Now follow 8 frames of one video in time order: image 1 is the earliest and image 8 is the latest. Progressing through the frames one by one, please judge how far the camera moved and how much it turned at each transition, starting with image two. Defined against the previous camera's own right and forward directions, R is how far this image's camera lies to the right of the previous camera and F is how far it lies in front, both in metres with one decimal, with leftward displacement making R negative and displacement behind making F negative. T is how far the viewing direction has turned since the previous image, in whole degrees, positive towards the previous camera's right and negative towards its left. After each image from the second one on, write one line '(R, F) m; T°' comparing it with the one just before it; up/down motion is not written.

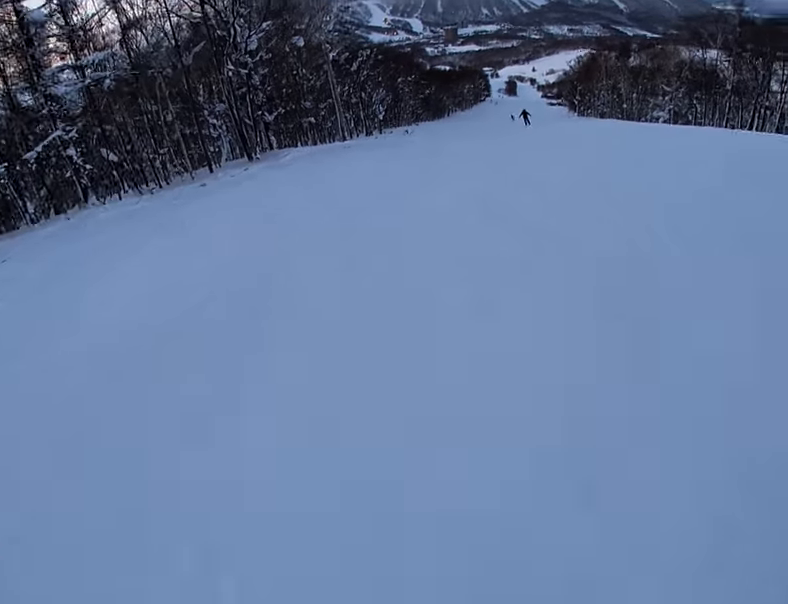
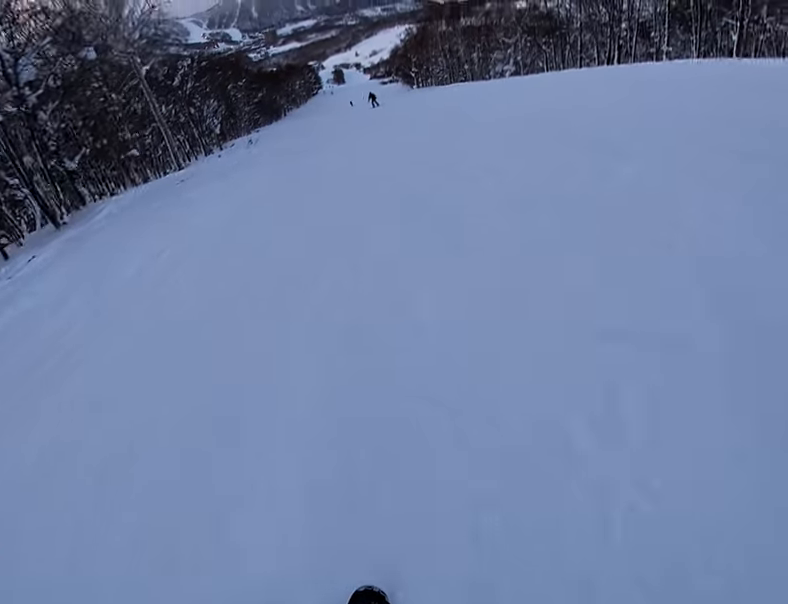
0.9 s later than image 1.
(+2.2, +7.7) m; +27°
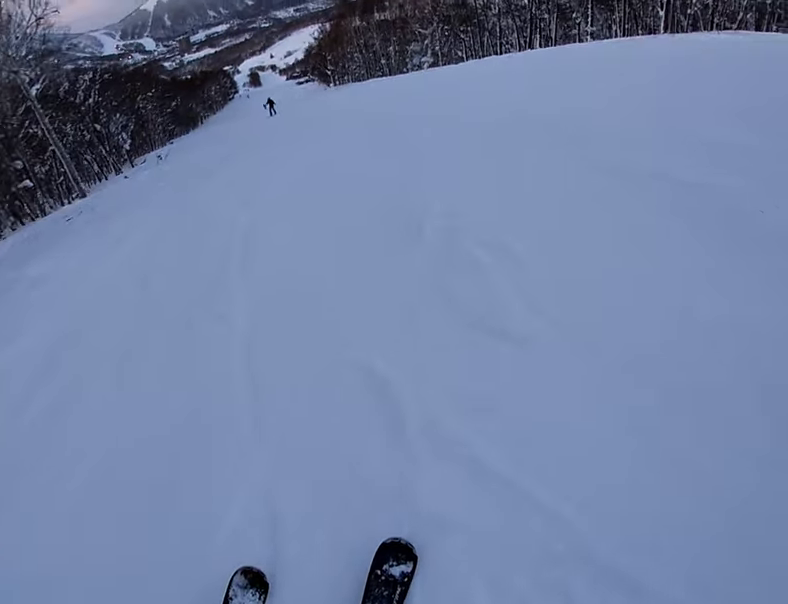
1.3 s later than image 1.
(+0.6, +3.4) m; +10°
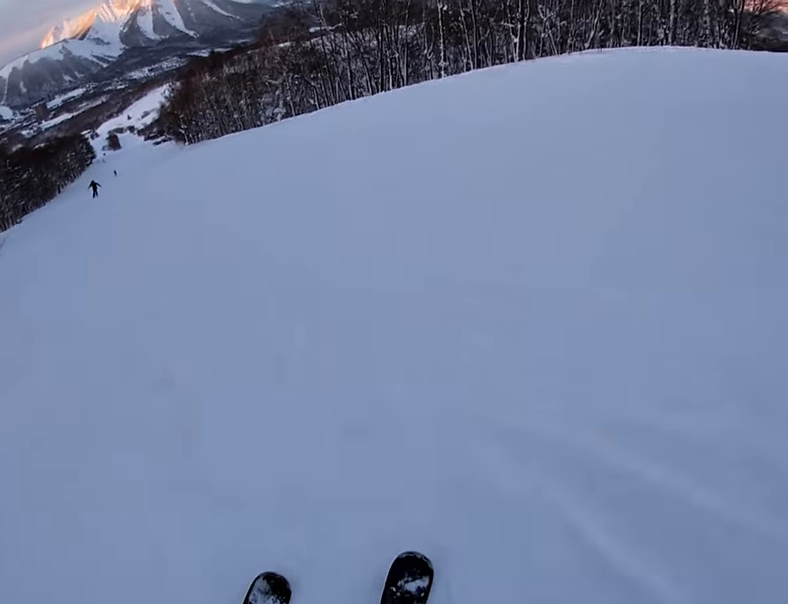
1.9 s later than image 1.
(+0.6, +4.8) m; +13°
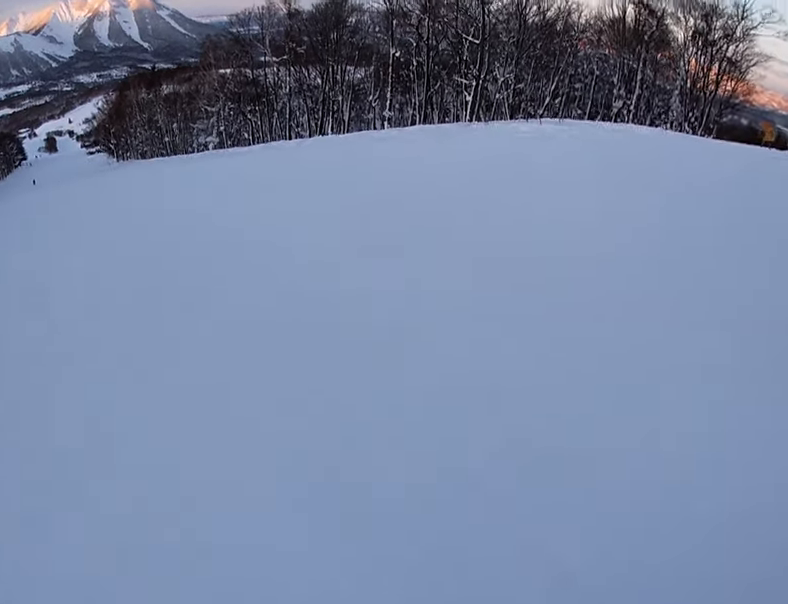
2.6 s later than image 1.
(+1.0, +5.8) m; 0°
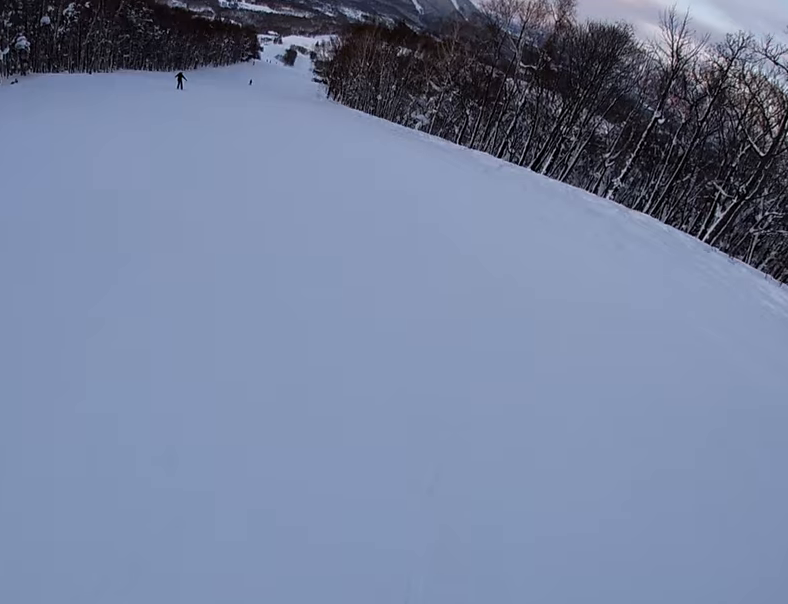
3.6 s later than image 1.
(-0.6, +8.1) m; -21°
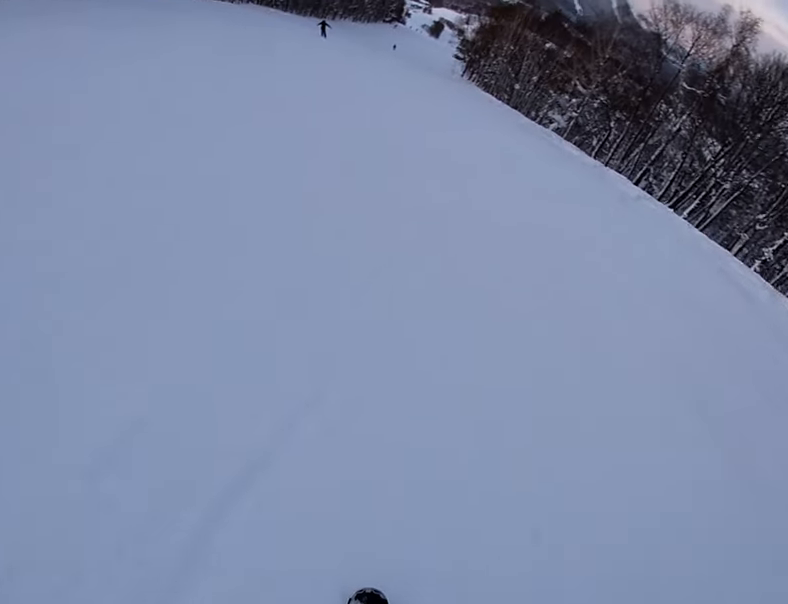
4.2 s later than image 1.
(-0.7, +5.1) m; -18°
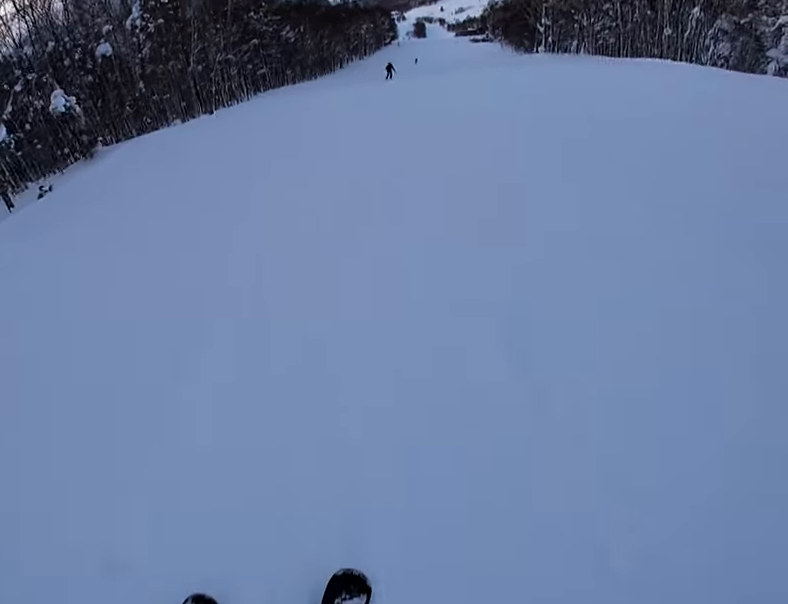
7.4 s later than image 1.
(-8.0, +25.2) m; 0°
